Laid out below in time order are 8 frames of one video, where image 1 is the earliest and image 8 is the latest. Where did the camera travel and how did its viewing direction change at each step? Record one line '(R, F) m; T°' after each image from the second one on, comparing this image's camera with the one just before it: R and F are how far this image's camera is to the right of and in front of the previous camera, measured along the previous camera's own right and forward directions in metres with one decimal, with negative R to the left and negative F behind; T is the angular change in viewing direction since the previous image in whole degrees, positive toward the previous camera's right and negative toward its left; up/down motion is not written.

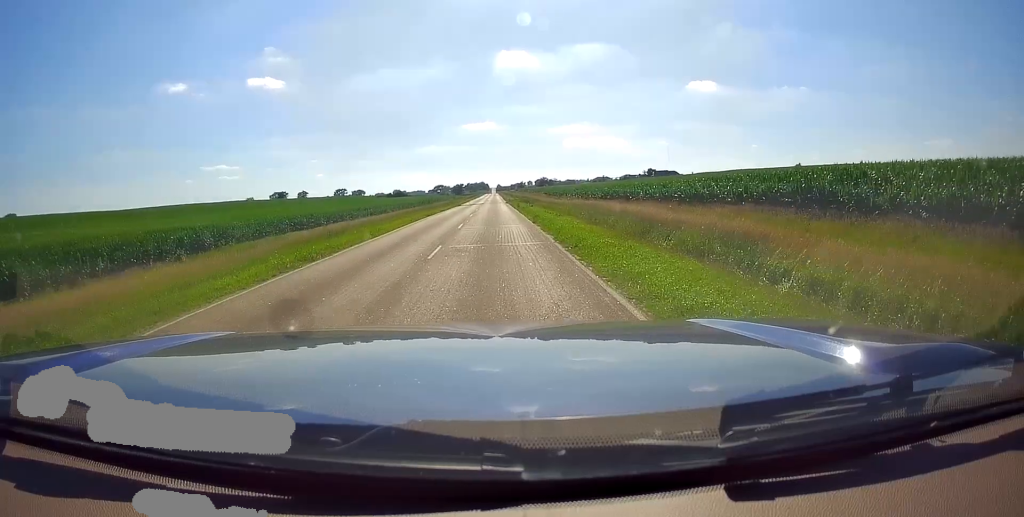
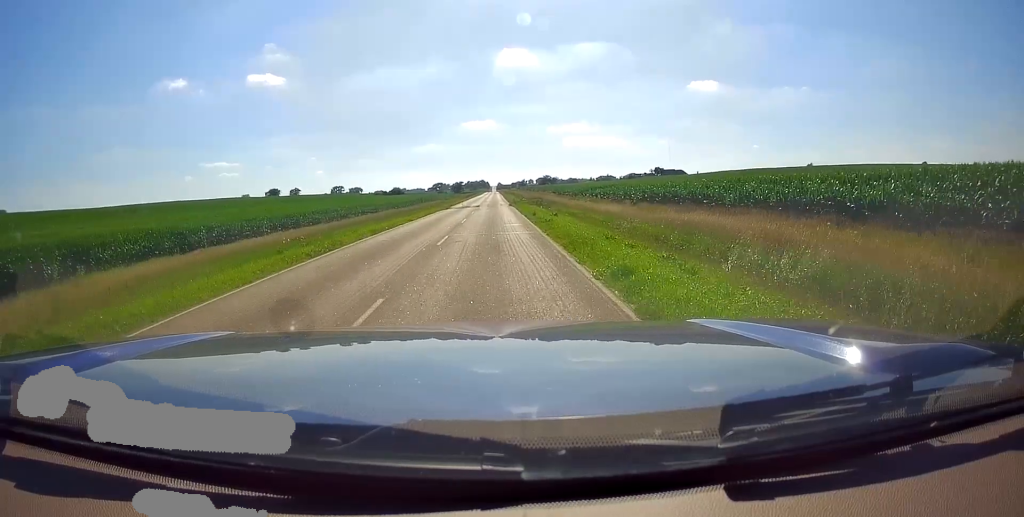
(0.0, +20.7) m; 0°
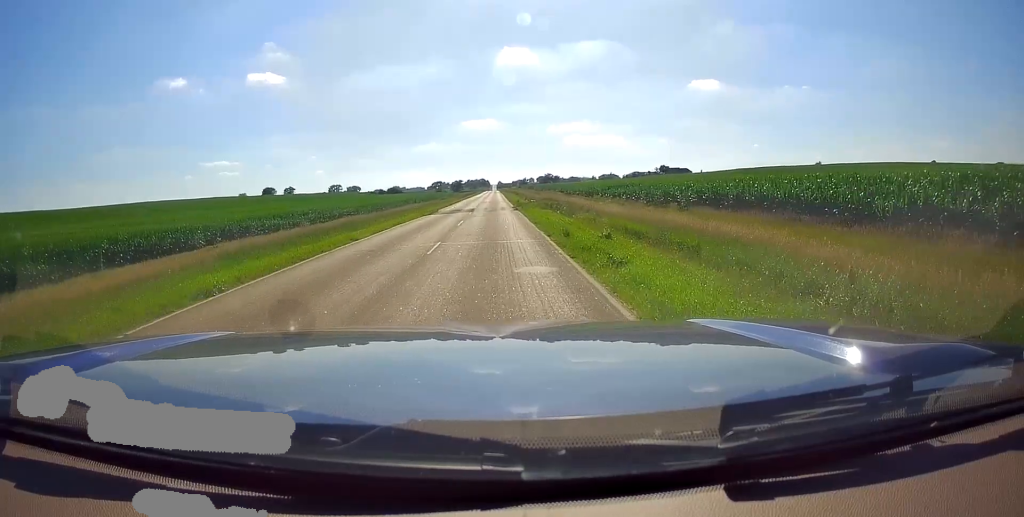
(0.0, +14.6) m; 0°
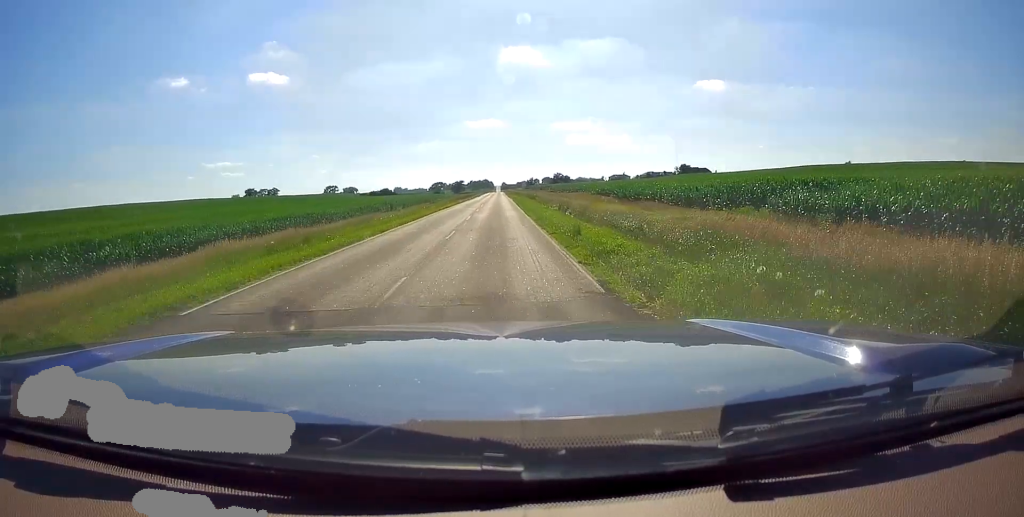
(0.0, +42.4) m; -1°
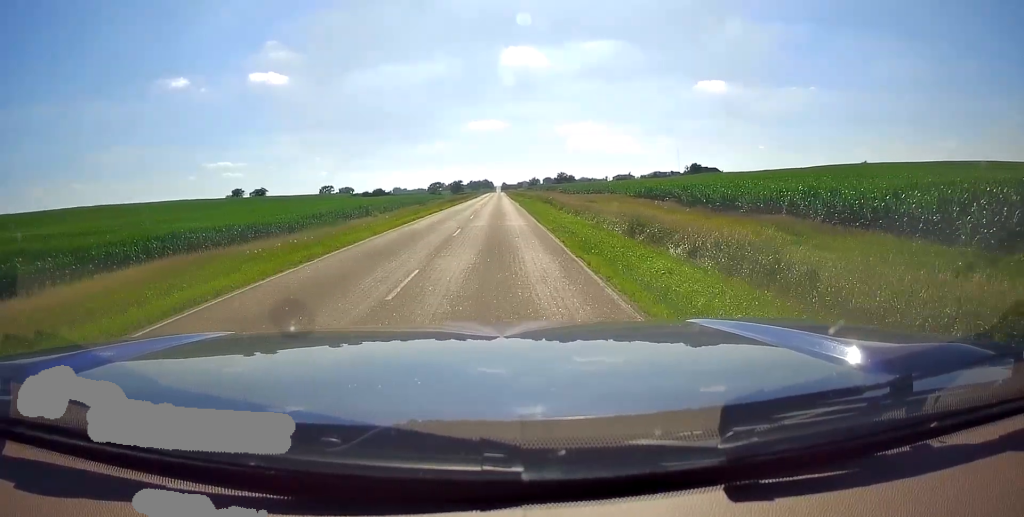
(-0.5, +22.6) m; 0°
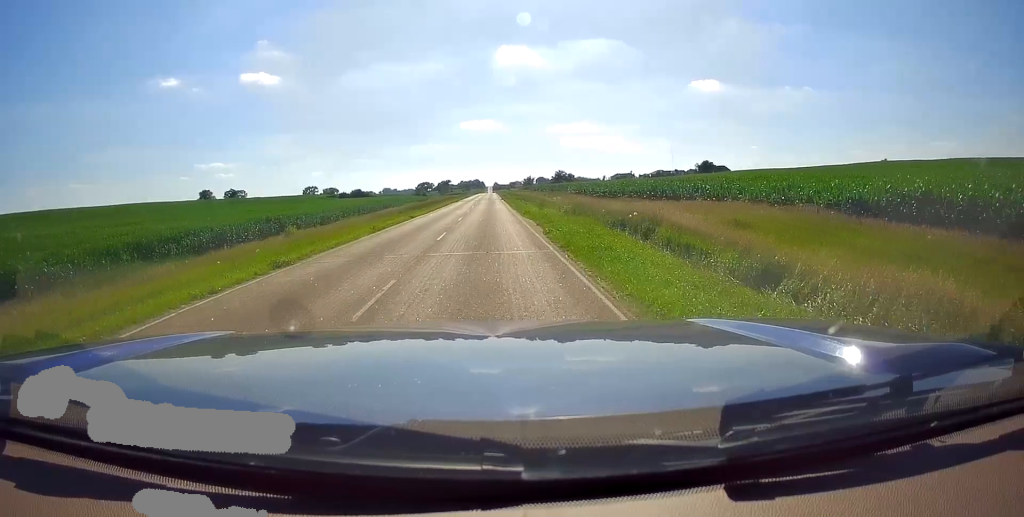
(+0.2, +37.0) m; 0°
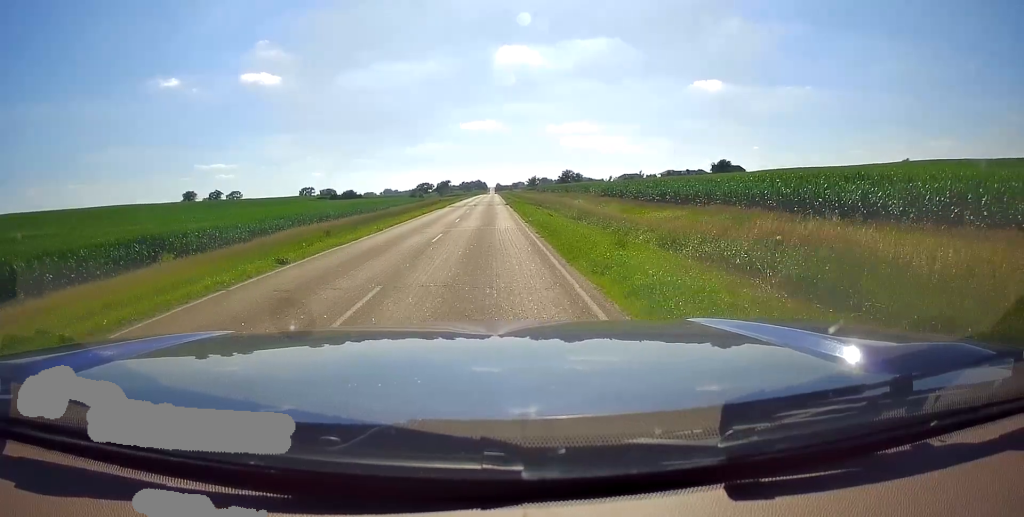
(0.0, +24.4) m; +1°
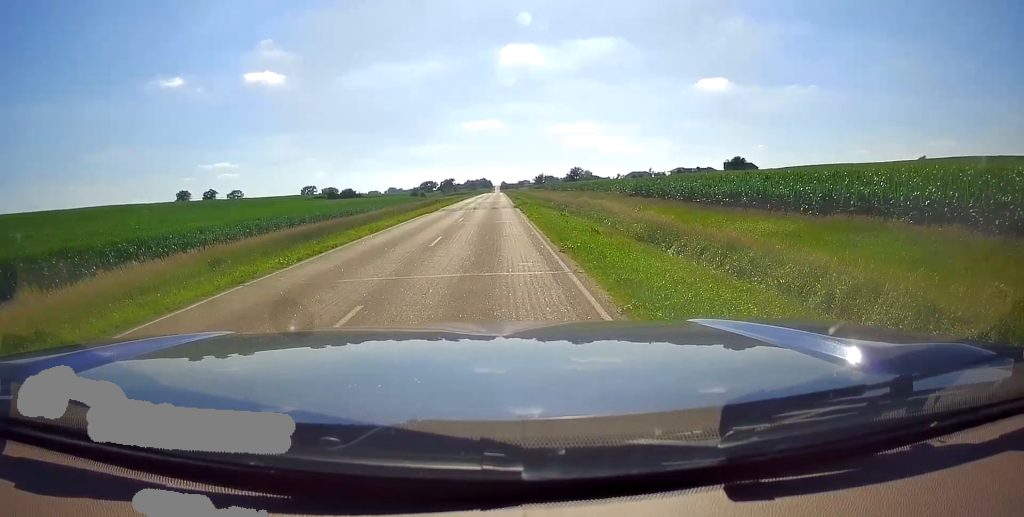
(+0.2, +13.7) m; +1°
